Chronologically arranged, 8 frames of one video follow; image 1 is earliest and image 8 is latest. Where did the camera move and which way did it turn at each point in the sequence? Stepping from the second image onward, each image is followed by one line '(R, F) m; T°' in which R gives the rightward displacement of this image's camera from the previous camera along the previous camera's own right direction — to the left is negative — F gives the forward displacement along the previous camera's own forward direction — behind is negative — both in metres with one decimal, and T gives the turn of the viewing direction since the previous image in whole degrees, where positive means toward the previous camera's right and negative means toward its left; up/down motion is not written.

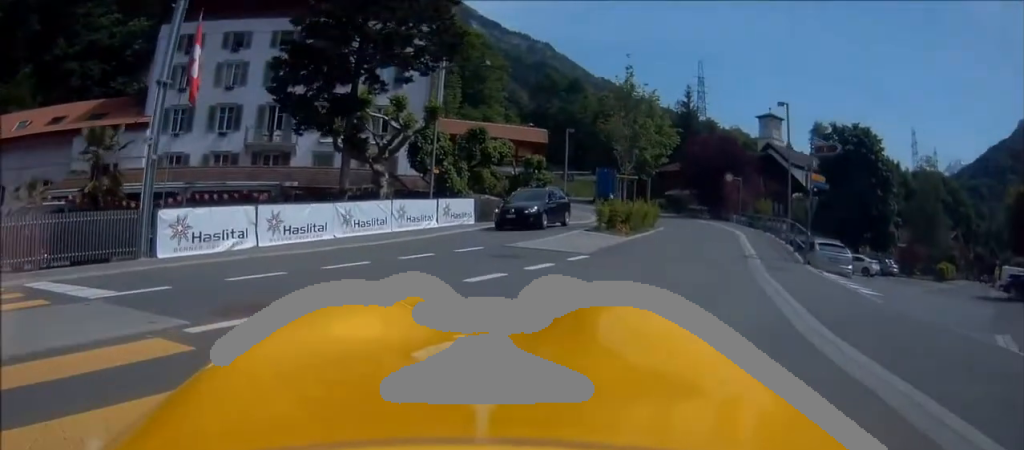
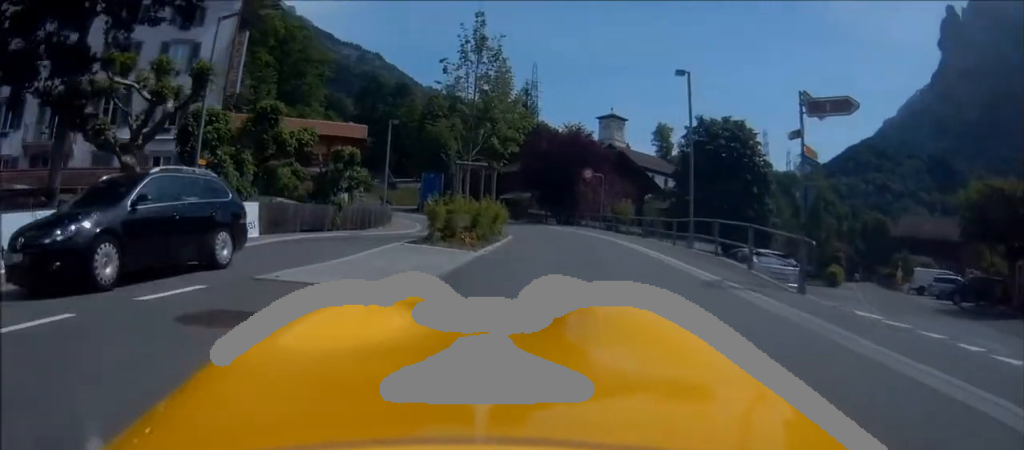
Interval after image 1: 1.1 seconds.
(+1.0, +6.6) m; +16°
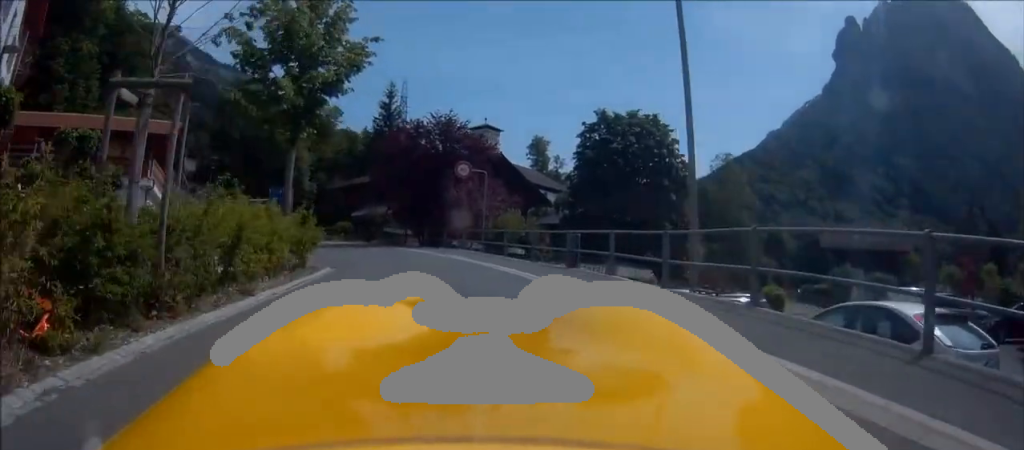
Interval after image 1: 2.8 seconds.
(+2.2, +9.7) m; +24°
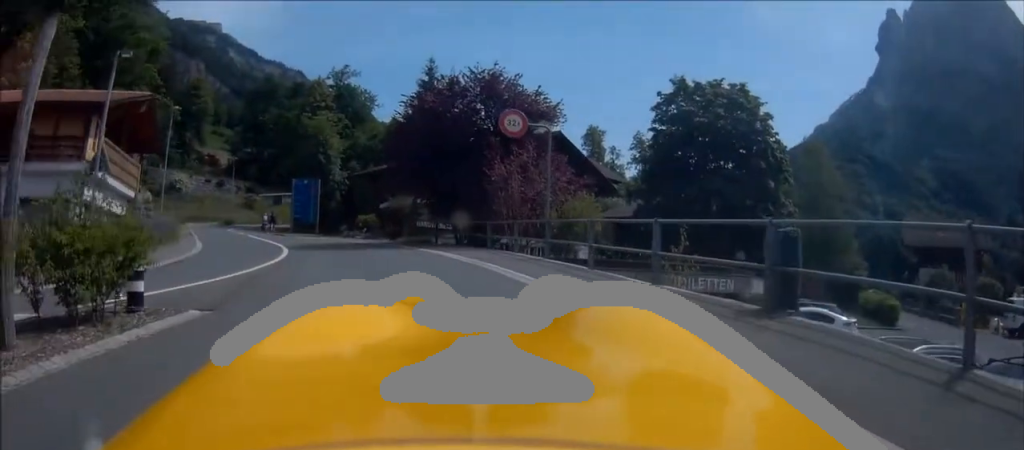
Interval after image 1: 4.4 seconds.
(+0.2, +8.2) m; -9°
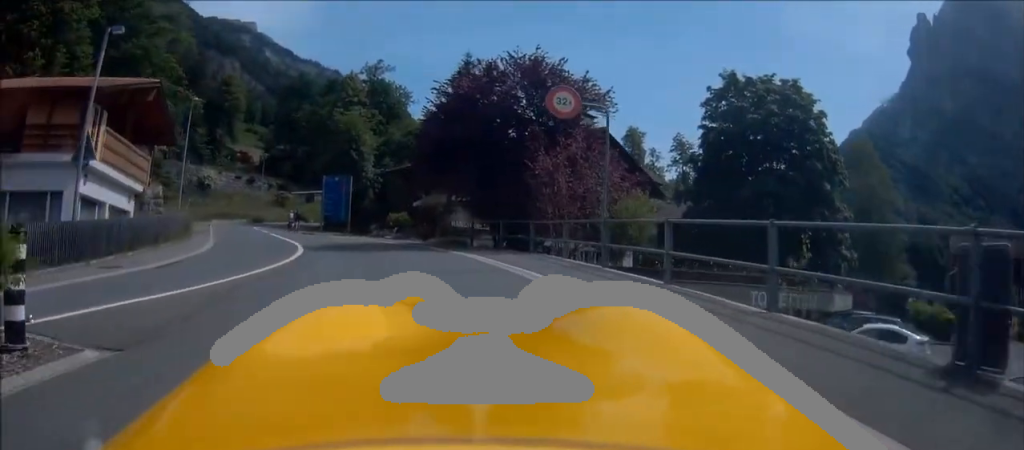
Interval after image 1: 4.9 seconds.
(-0.2, +2.5) m; -3°
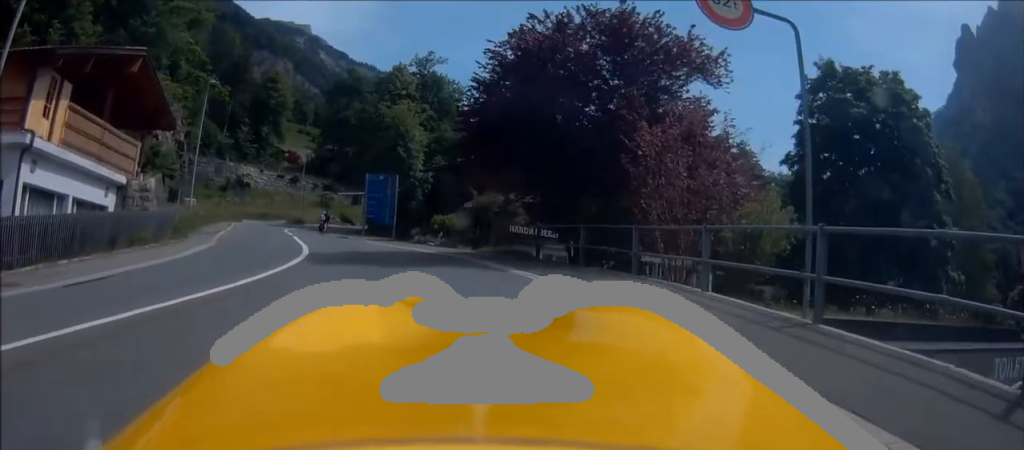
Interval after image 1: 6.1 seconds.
(-0.2, +5.8) m; -1°
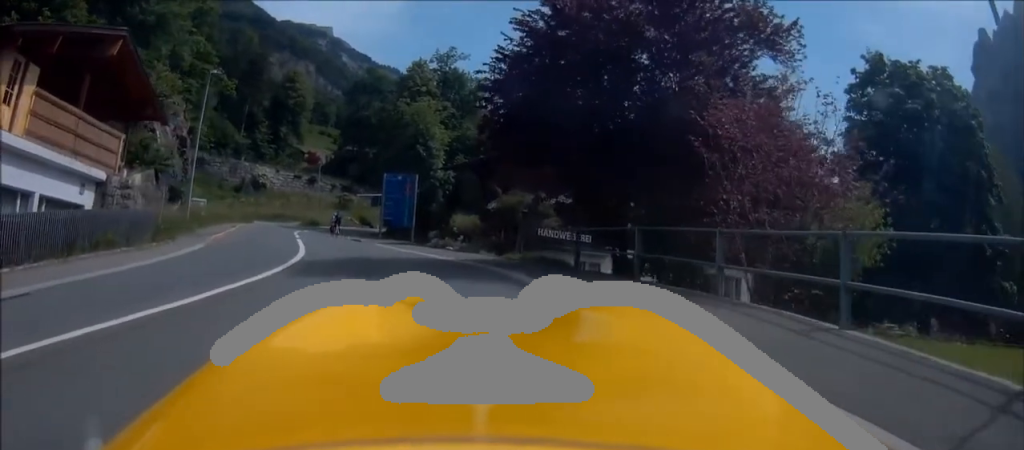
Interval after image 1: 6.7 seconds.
(+0.1, +2.9) m; -1°
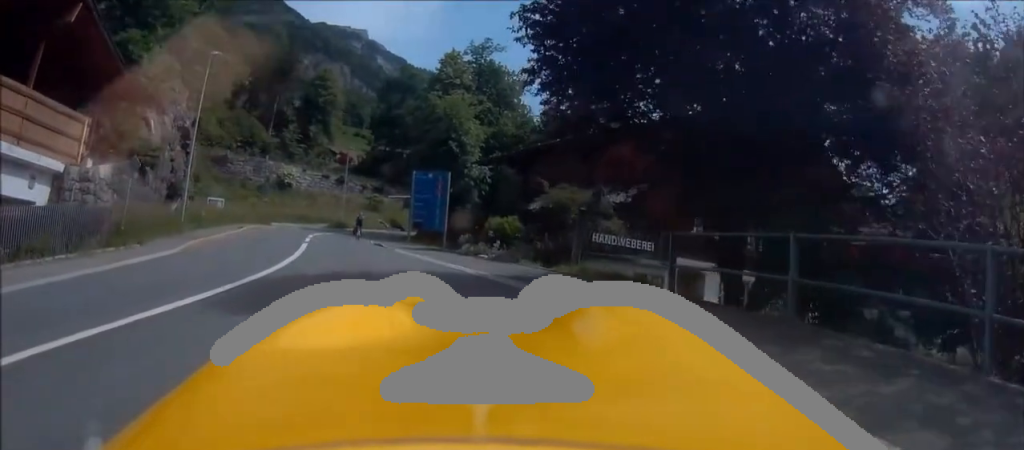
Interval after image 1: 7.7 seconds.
(-0.2, +4.3) m; -7°
